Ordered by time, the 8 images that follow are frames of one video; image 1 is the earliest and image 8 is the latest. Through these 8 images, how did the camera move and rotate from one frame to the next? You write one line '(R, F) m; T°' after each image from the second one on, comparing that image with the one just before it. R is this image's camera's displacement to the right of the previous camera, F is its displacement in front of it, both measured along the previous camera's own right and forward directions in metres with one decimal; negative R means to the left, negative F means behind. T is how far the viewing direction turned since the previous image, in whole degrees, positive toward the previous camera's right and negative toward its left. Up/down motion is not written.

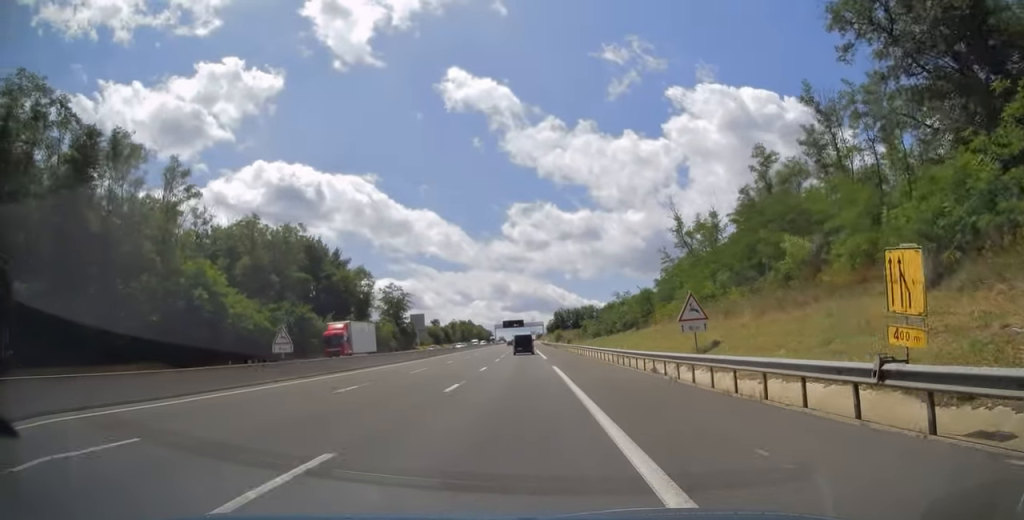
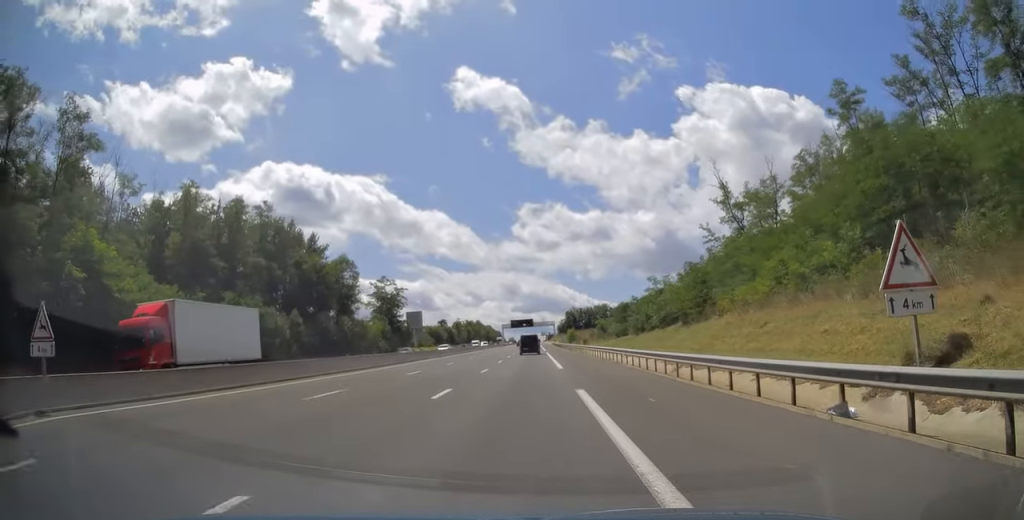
(-0.2, +15.6) m; -1°
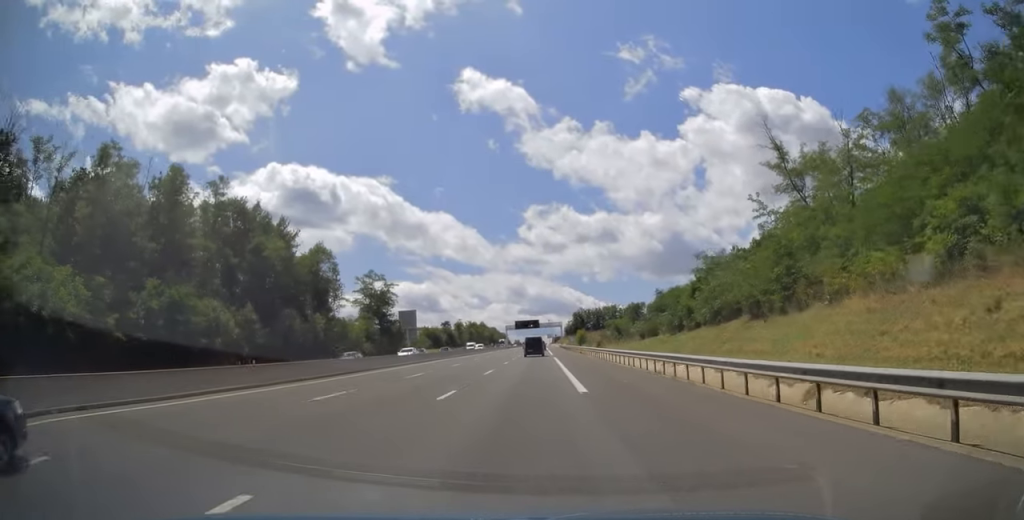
(-0.1, +13.0) m; -1°
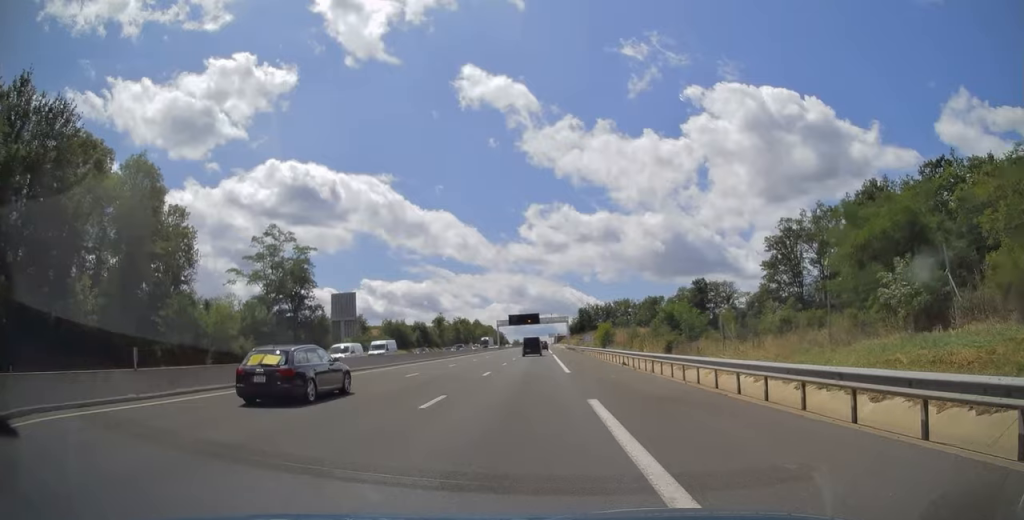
(-0.5, +41.4) m; -1°
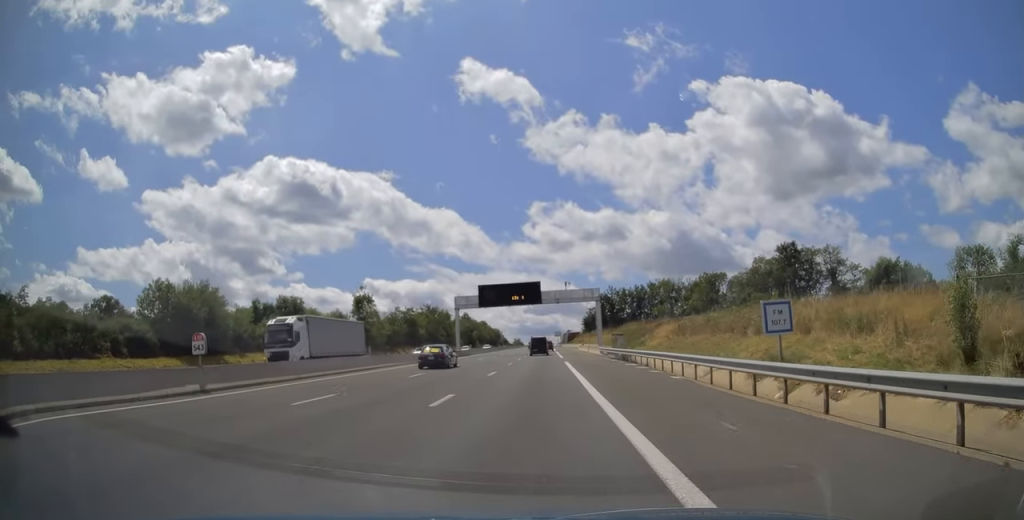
(-0.1, +77.1) m; 0°
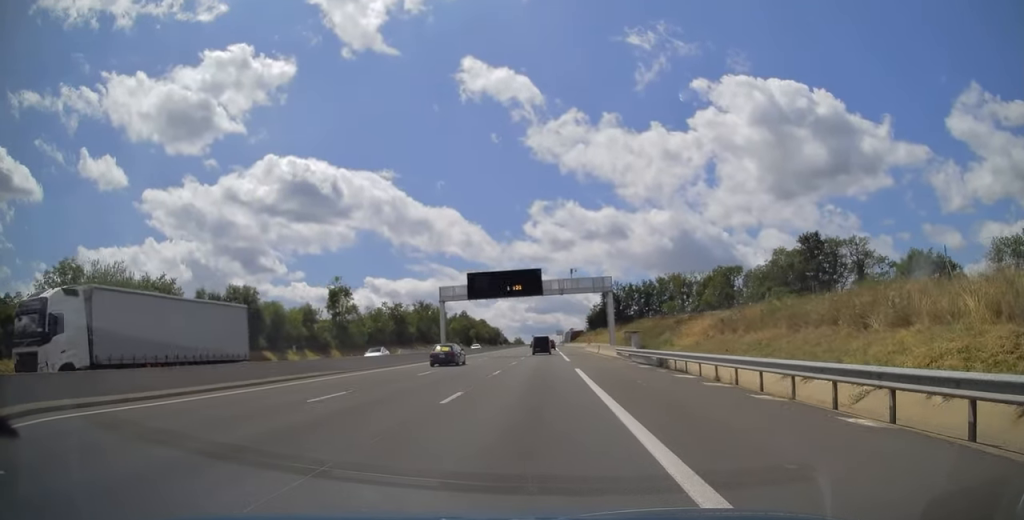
(+0.1, +12.1) m; 0°
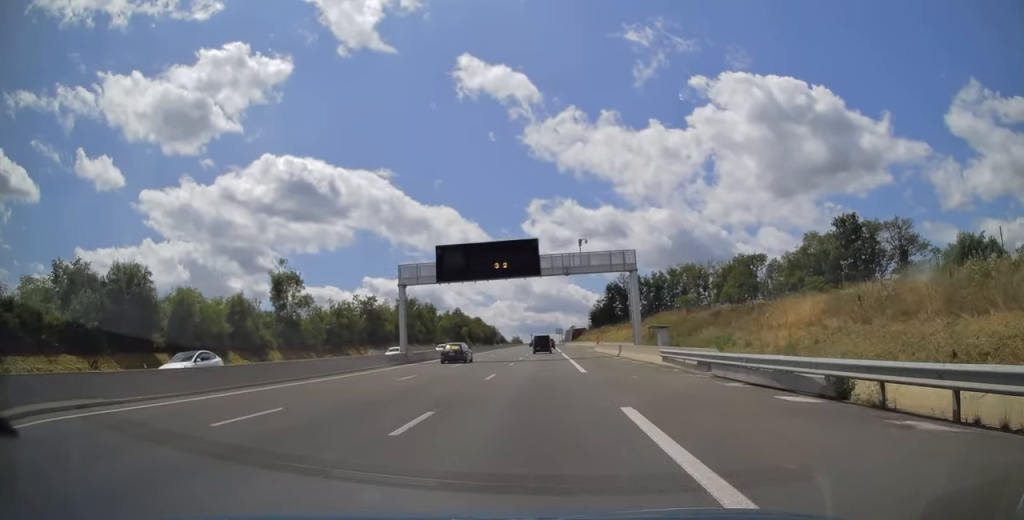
(0.0, +17.6) m; 0°
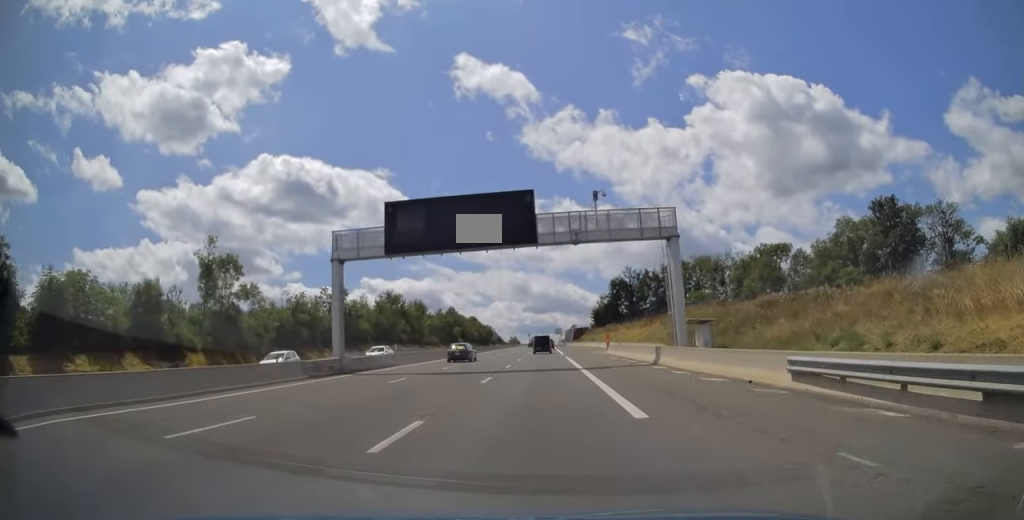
(0.0, +14.6) m; 0°
